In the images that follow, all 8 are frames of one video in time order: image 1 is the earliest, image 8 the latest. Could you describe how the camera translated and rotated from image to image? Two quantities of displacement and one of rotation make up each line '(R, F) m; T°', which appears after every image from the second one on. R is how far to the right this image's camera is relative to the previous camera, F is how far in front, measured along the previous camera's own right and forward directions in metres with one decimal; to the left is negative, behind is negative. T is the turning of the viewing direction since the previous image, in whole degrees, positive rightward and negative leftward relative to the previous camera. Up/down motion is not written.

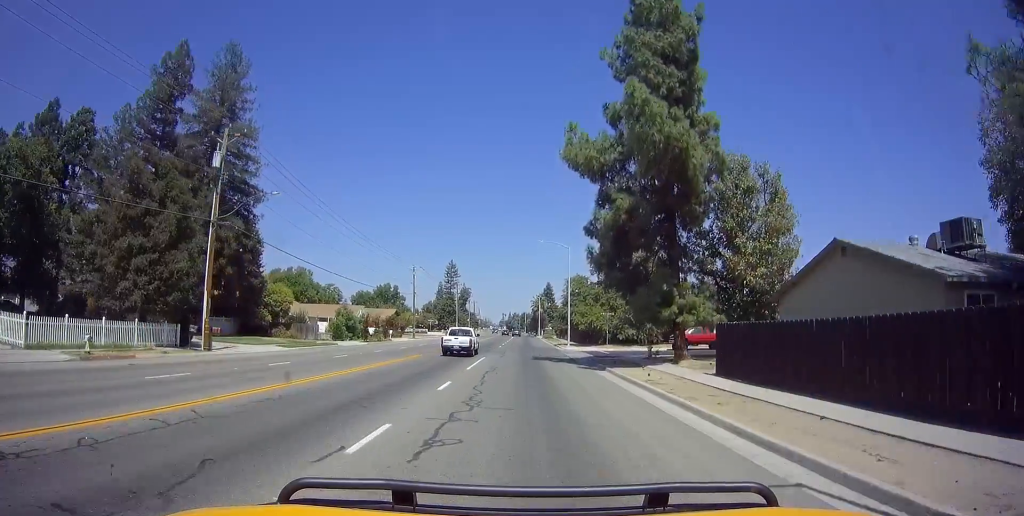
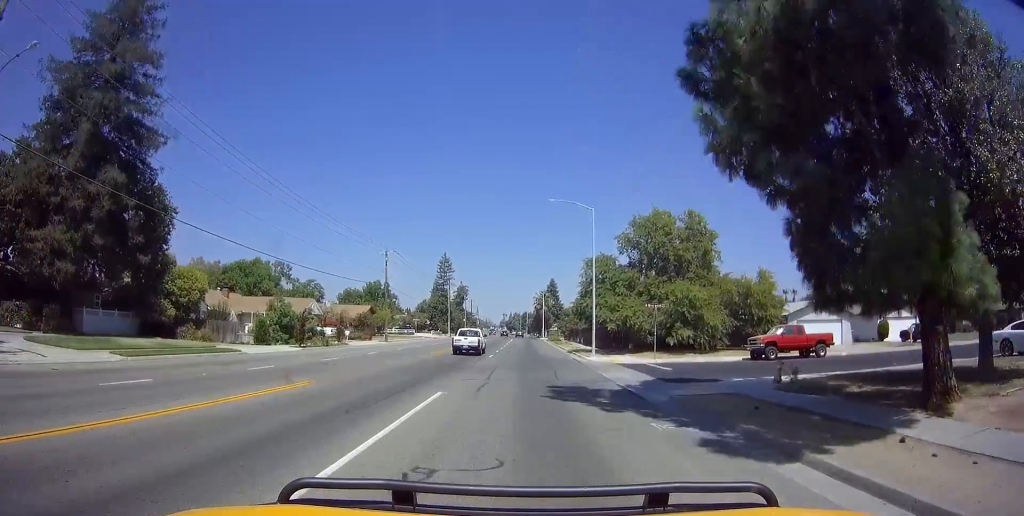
(+0.5, +16.6) m; 0°
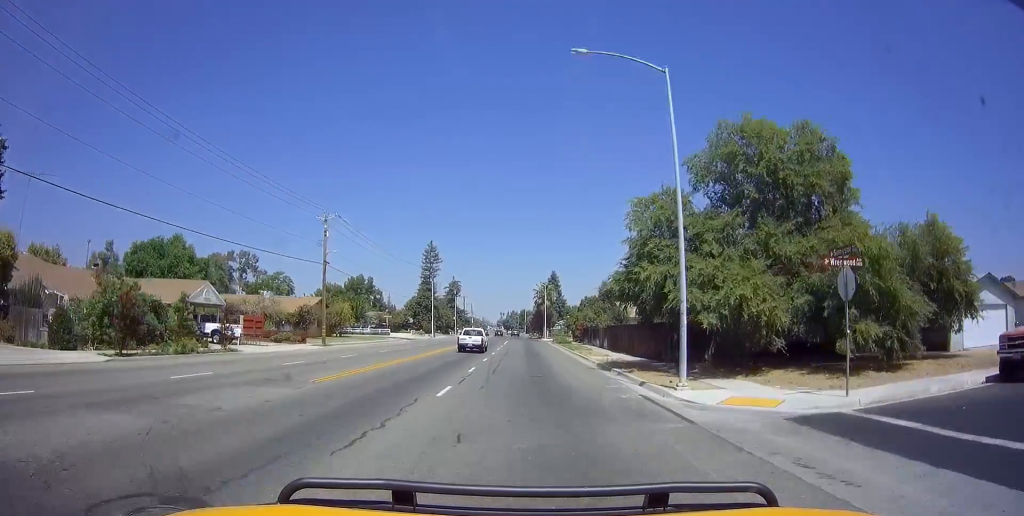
(-0.6, +19.0) m; 0°
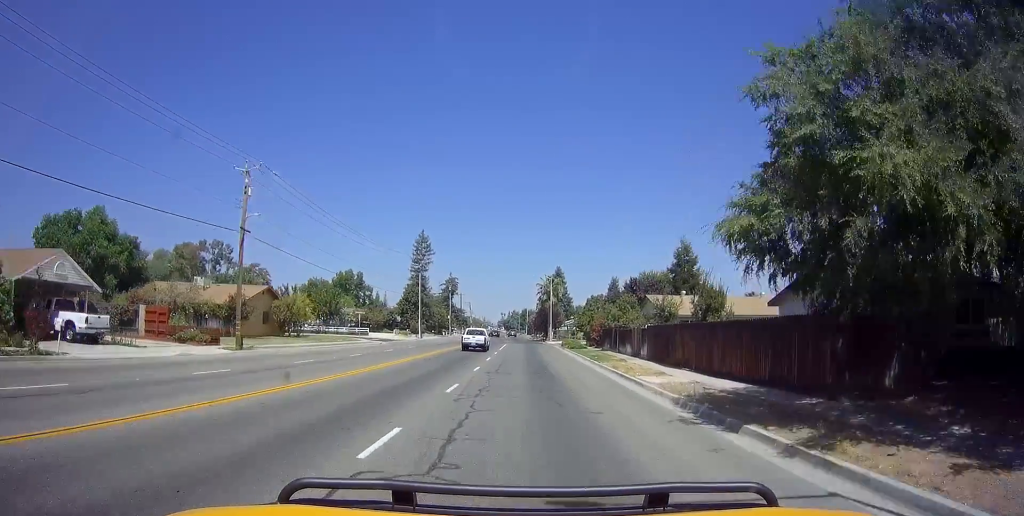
(+0.5, +13.7) m; 0°
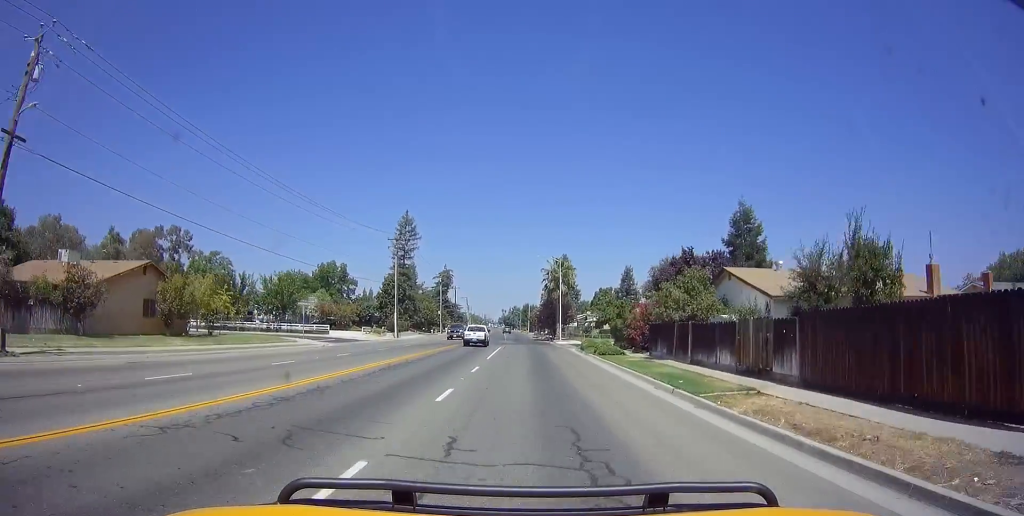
(-0.5, +17.2) m; 0°
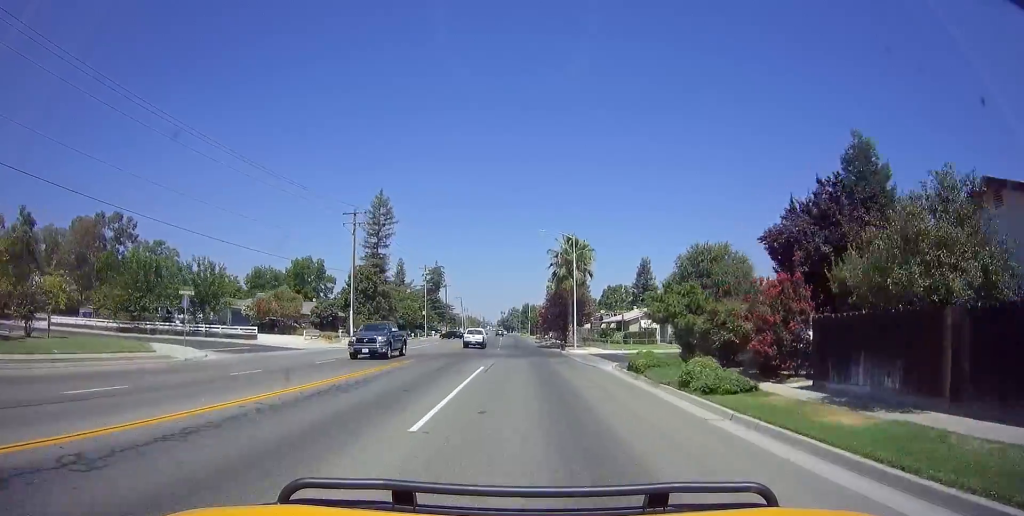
(+0.6, +18.0) m; 0°
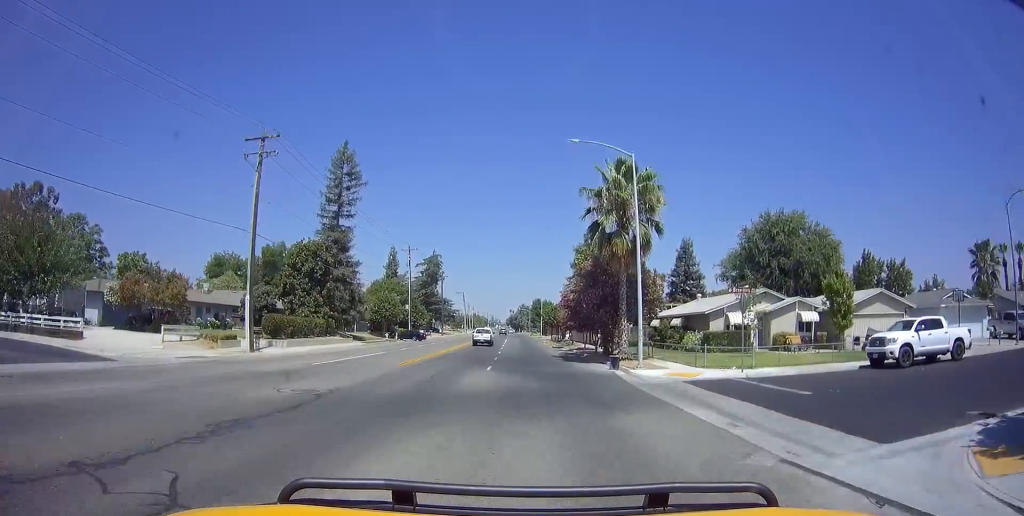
(-0.5, +22.0) m; 0°
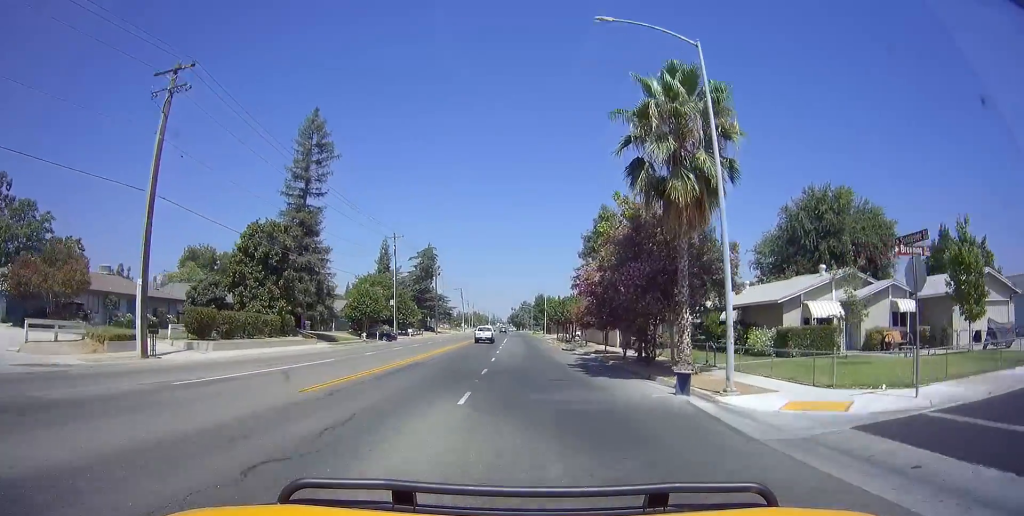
(+0.4, +9.9) m; 0°
